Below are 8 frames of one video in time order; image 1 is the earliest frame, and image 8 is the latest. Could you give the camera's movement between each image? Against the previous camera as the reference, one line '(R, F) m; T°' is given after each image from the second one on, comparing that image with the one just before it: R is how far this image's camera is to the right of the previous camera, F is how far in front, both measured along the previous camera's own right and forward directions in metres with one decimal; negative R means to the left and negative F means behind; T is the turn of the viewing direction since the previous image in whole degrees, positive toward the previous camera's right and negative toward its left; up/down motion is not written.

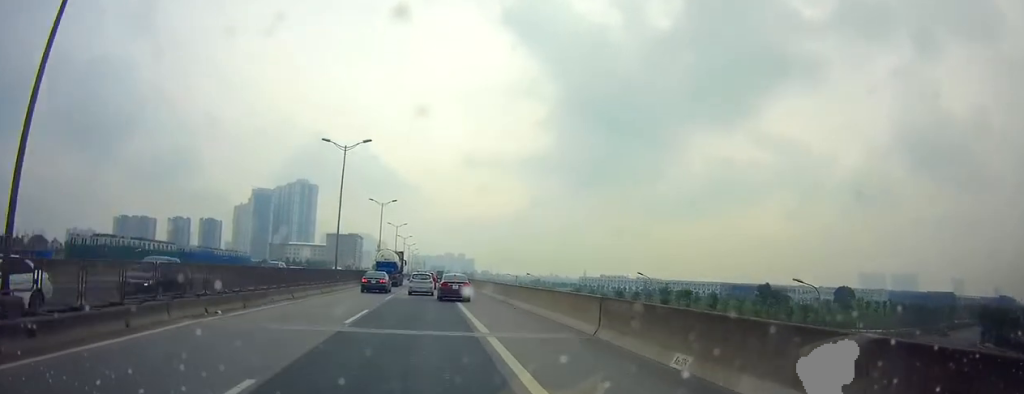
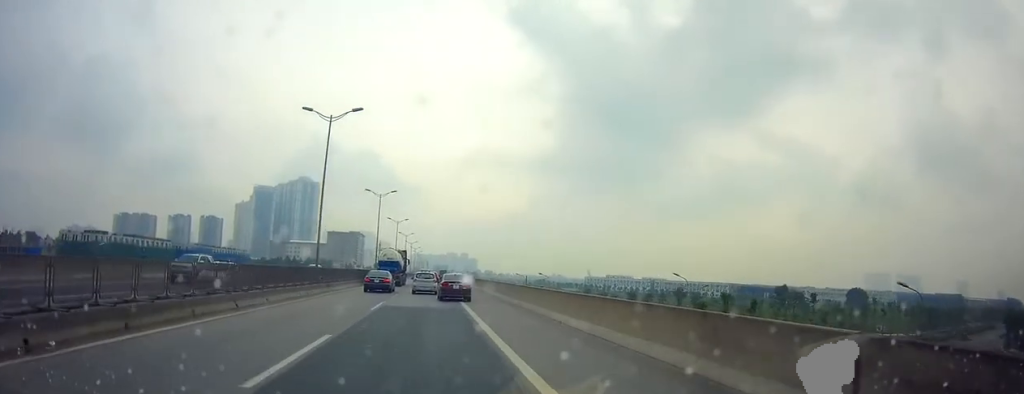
(0.0, +9.5) m; -1°
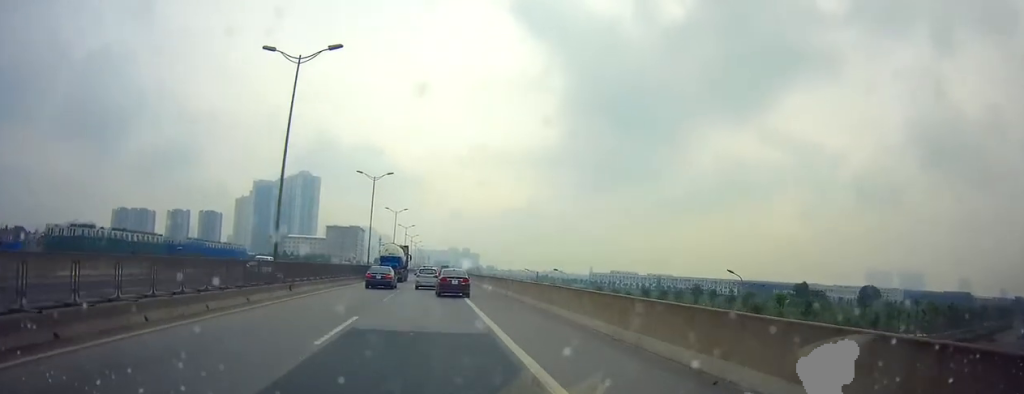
(-0.1, +11.2) m; -1°
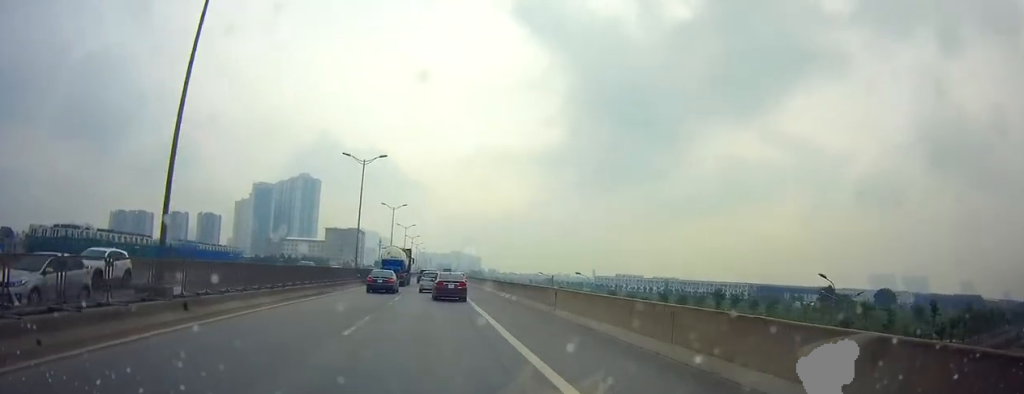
(-0.5, +12.8) m; 0°
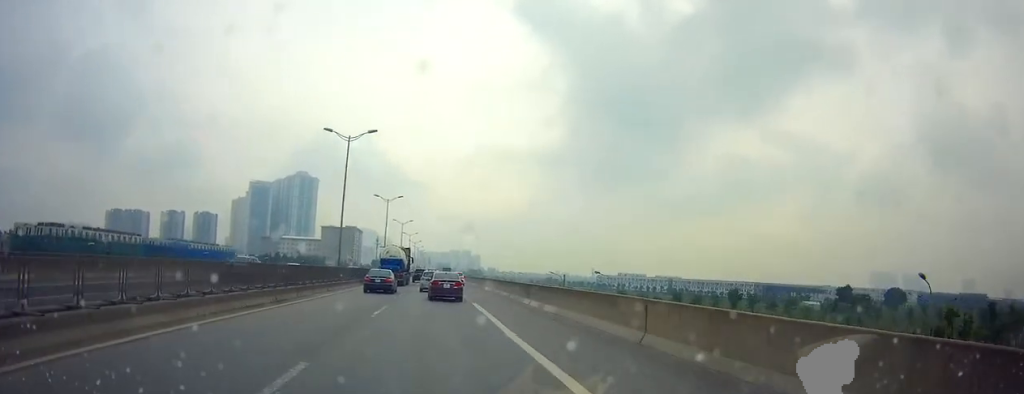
(+0.4, +9.6) m; 0°
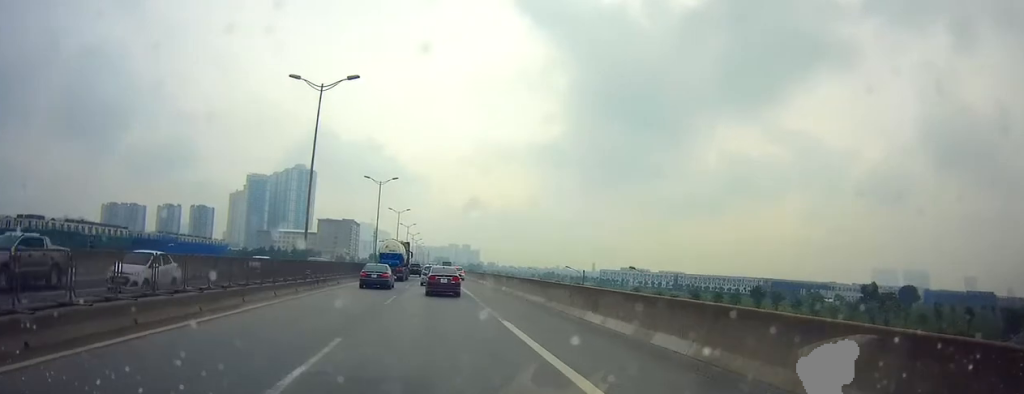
(0.0, +12.3) m; 0°
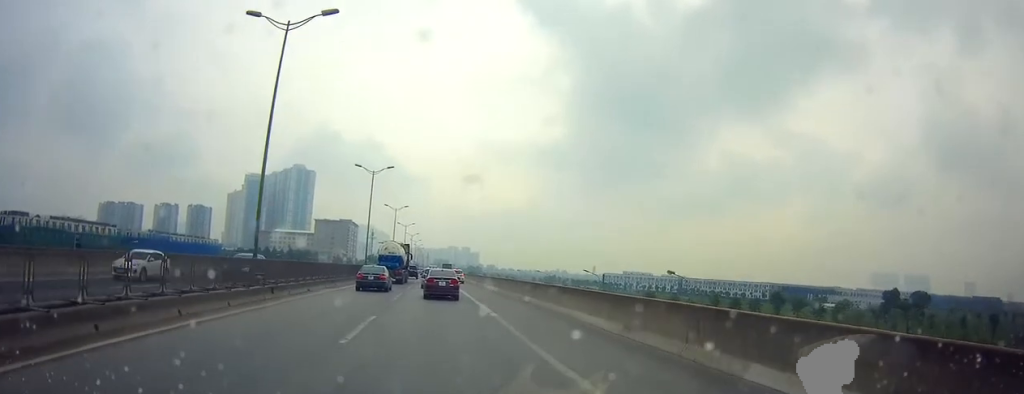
(-0.4, +9.6) m; 0°
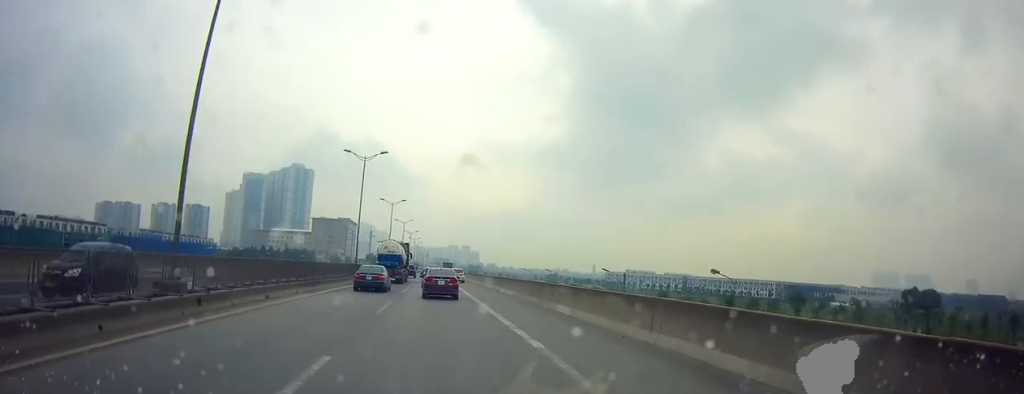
(+0.3, +7.8) m; +1°
